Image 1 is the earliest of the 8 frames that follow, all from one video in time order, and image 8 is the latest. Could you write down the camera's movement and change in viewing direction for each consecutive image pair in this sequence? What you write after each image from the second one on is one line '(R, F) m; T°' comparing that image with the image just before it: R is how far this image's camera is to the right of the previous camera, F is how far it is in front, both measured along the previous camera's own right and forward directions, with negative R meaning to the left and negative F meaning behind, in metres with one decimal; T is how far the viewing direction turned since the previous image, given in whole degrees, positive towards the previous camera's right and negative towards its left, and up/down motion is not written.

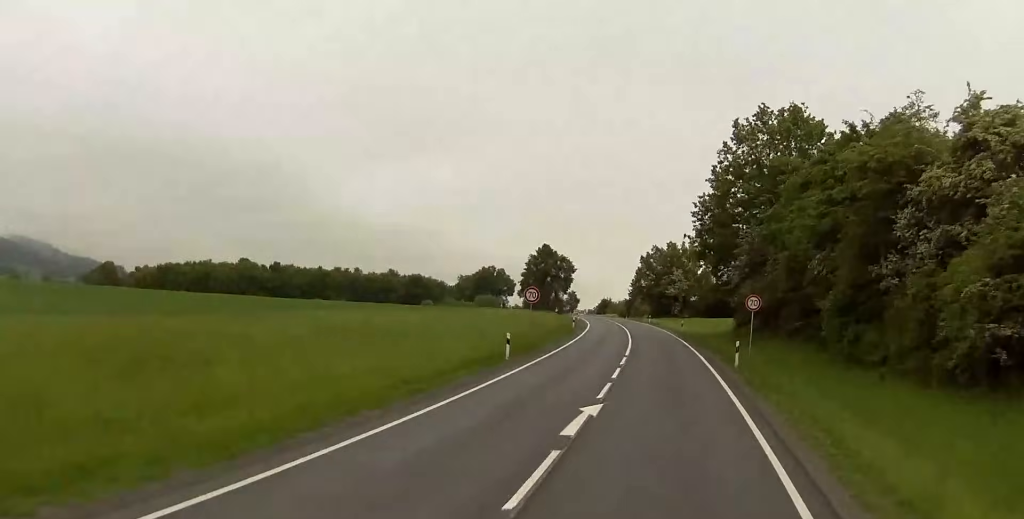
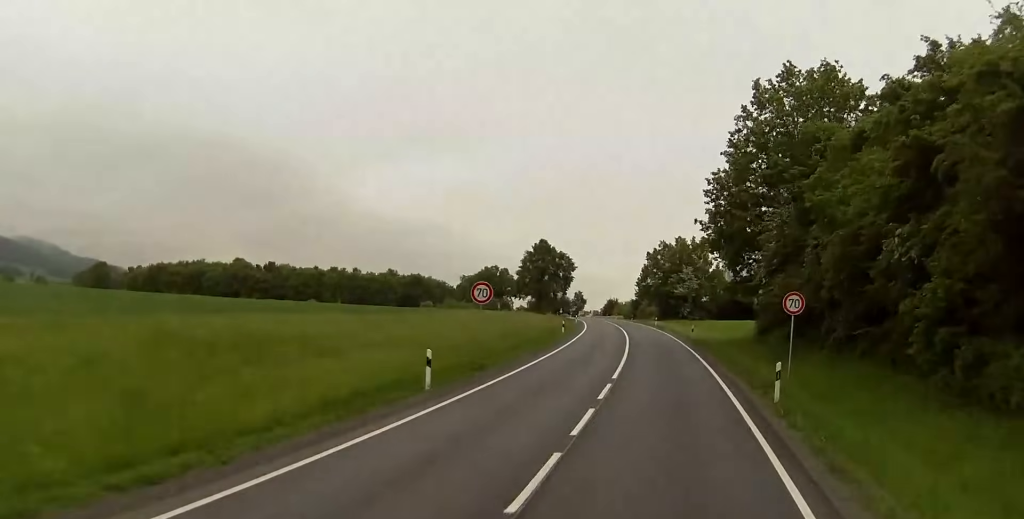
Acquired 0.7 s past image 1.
(0.0, +11.9) m; 0°
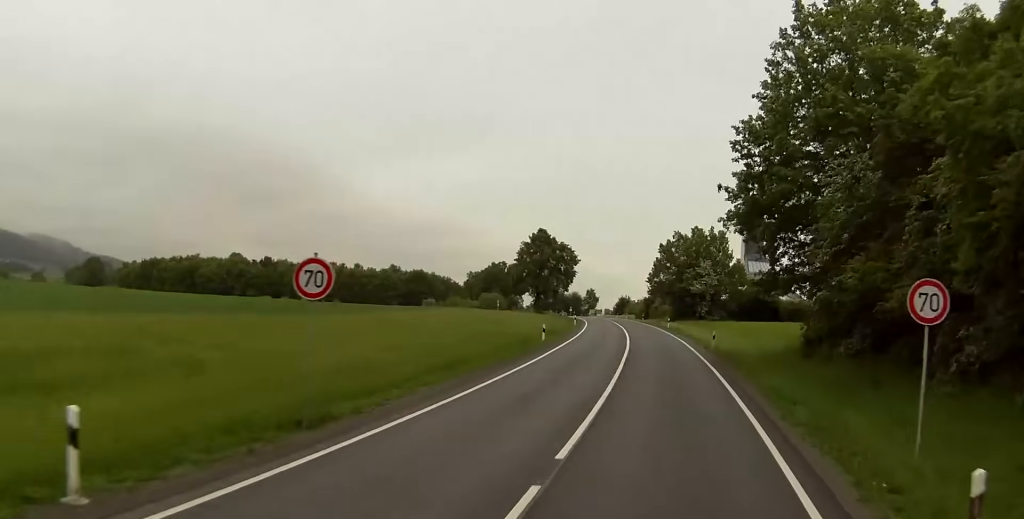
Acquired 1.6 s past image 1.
(0.0, +13.5) m; -1°
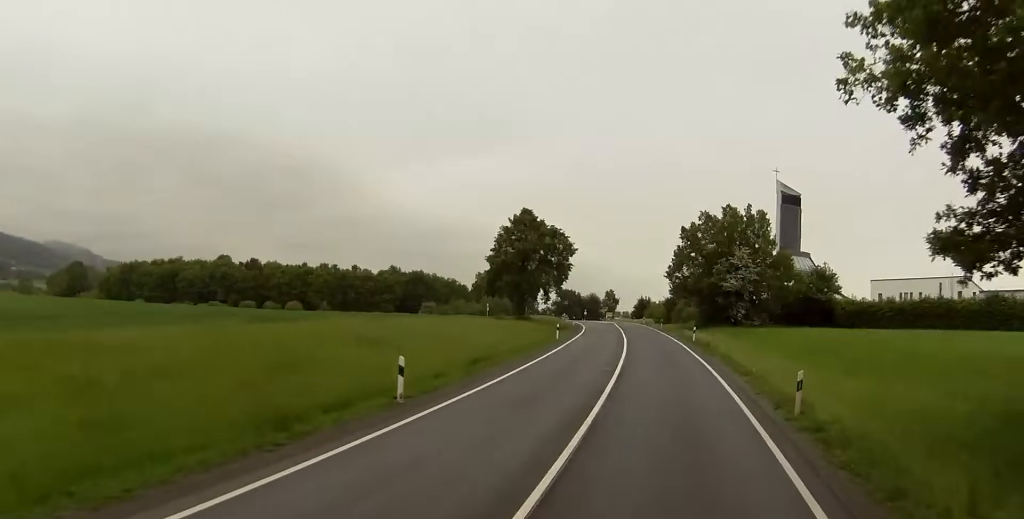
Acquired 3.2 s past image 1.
(-0.9, +24.1) m; -2°
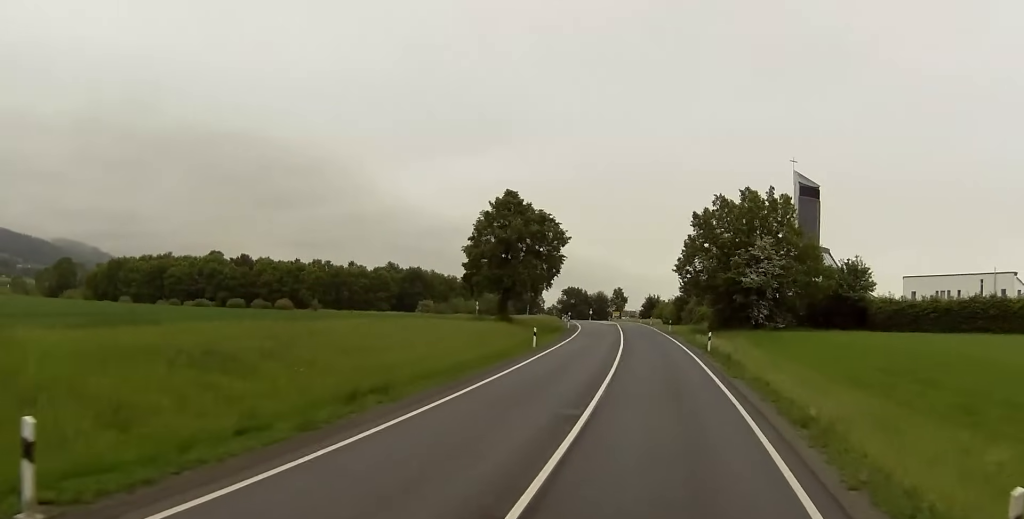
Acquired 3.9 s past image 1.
(+0.4, +12.4) m; +1°
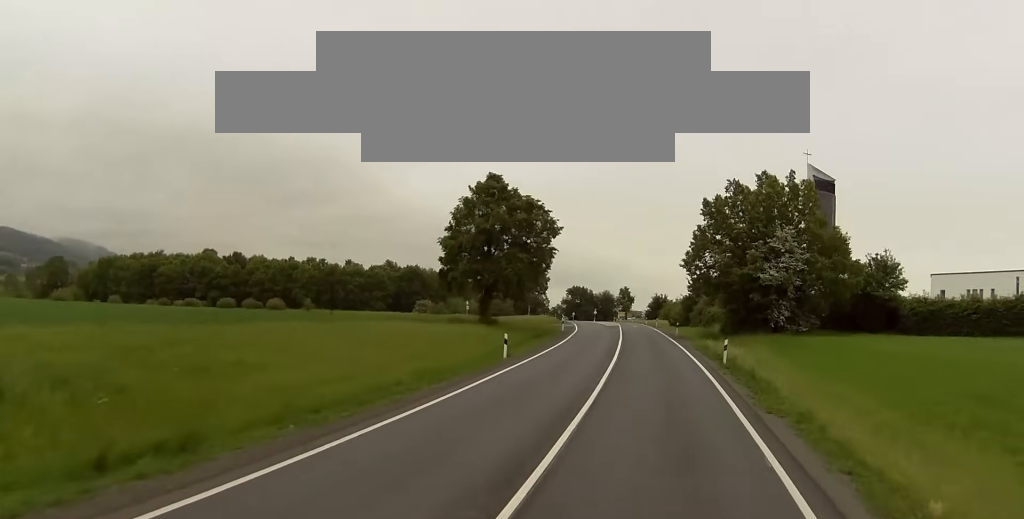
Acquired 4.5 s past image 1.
(0.0, +9.5) m; -1°
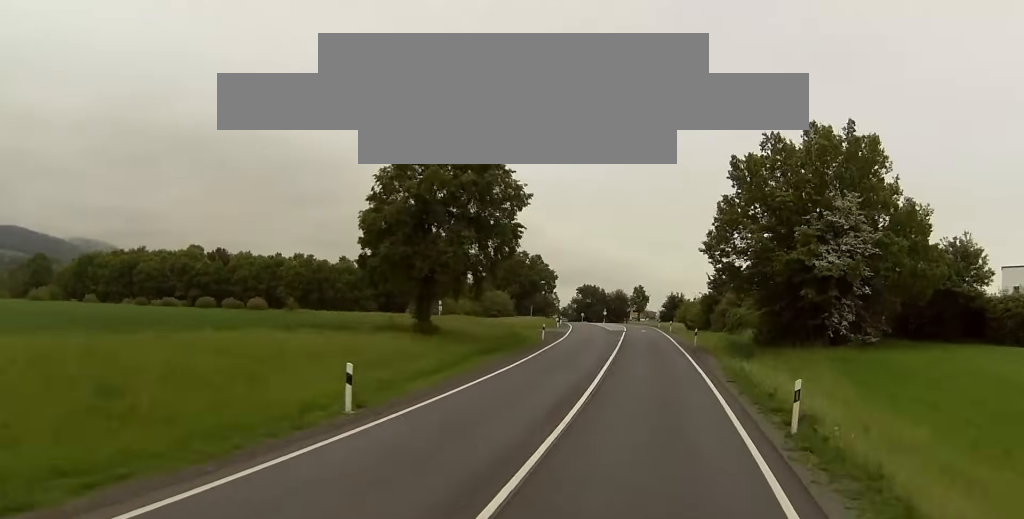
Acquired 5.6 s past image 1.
(-0.5, +19.3) m; -3°
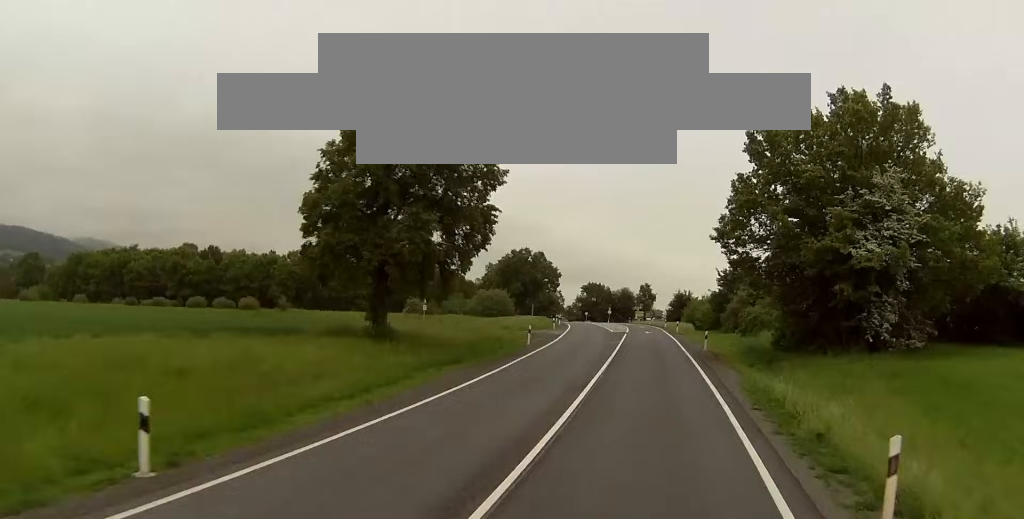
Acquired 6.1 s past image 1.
(-0.1, +8.0) m; -1°
